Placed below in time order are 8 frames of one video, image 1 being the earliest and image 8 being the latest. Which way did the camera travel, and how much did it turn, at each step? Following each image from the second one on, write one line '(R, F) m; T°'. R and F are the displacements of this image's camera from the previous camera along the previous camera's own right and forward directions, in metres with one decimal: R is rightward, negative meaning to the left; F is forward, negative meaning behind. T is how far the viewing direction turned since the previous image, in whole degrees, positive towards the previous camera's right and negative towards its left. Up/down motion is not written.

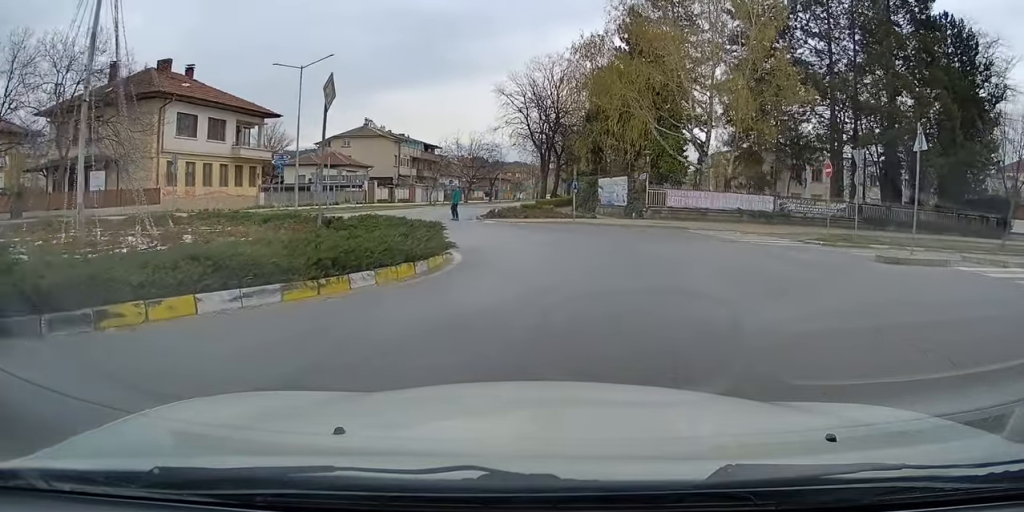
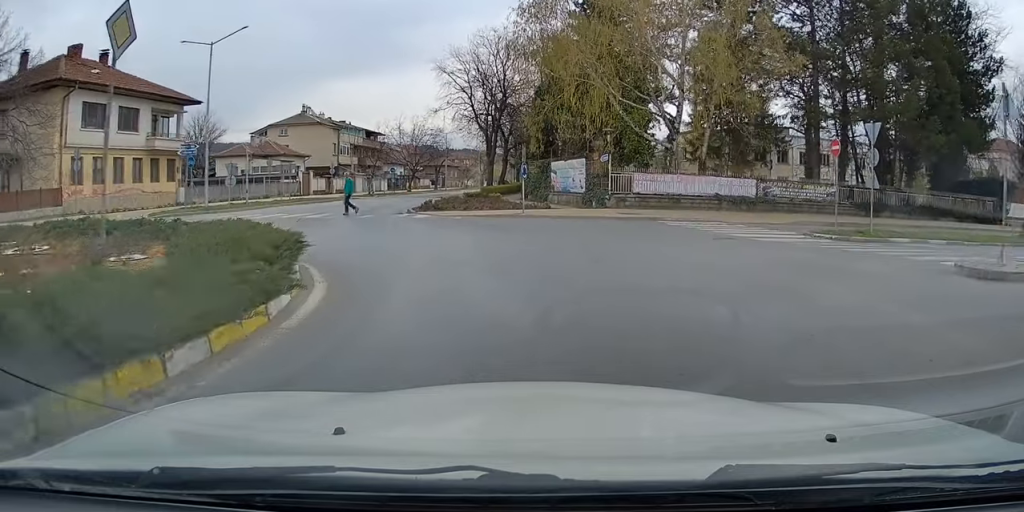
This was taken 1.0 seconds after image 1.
(-0.3, +5.0) m; -8°
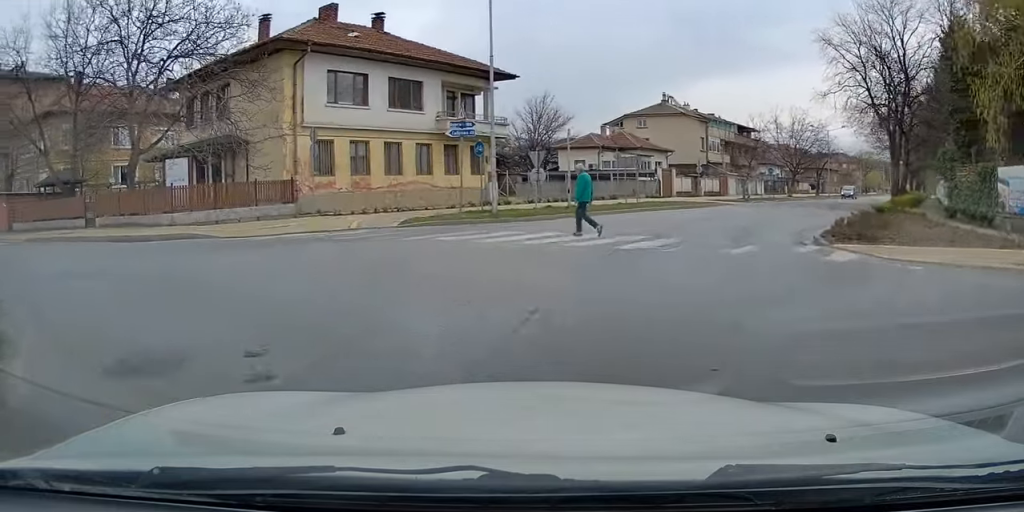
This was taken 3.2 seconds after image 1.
(-3.6, +11.2) m; -50°
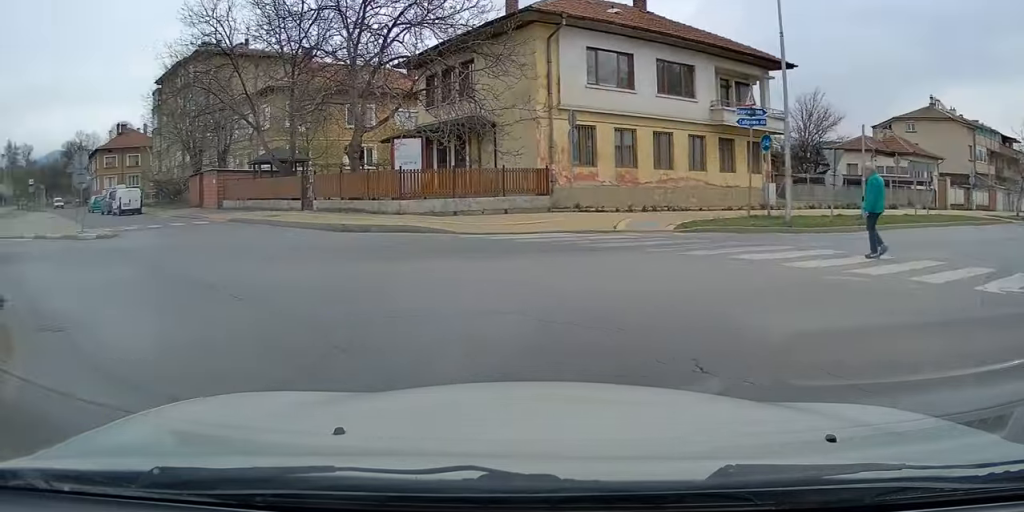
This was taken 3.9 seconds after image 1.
(-0.8, +3.6) m; -22°
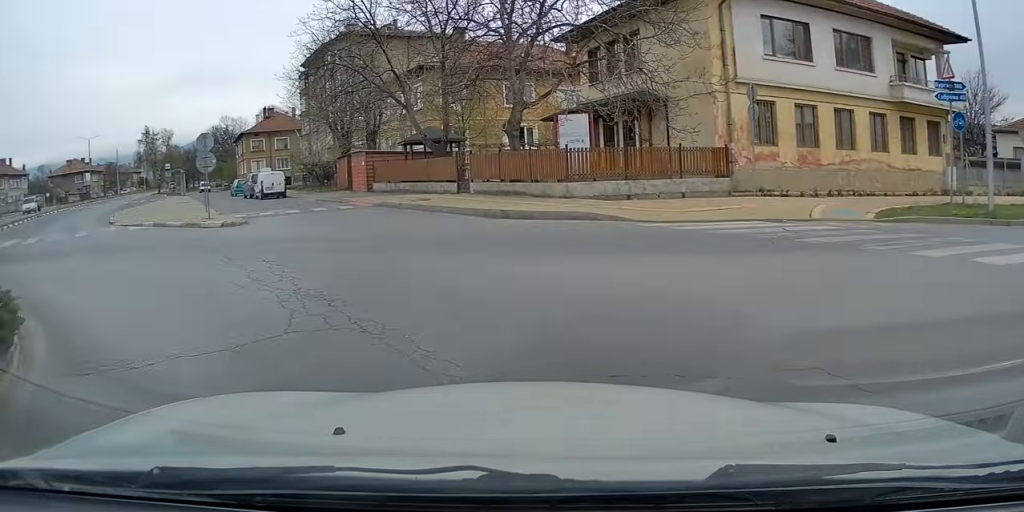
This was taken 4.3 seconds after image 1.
(-0.1, +2.2) m; -13°
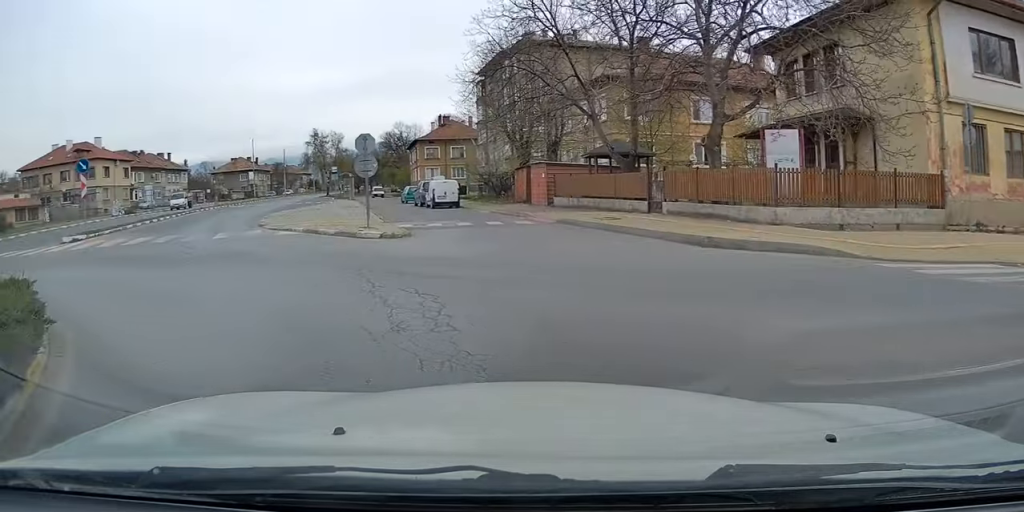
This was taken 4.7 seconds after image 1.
(-0.3, +2.3) m; -13°
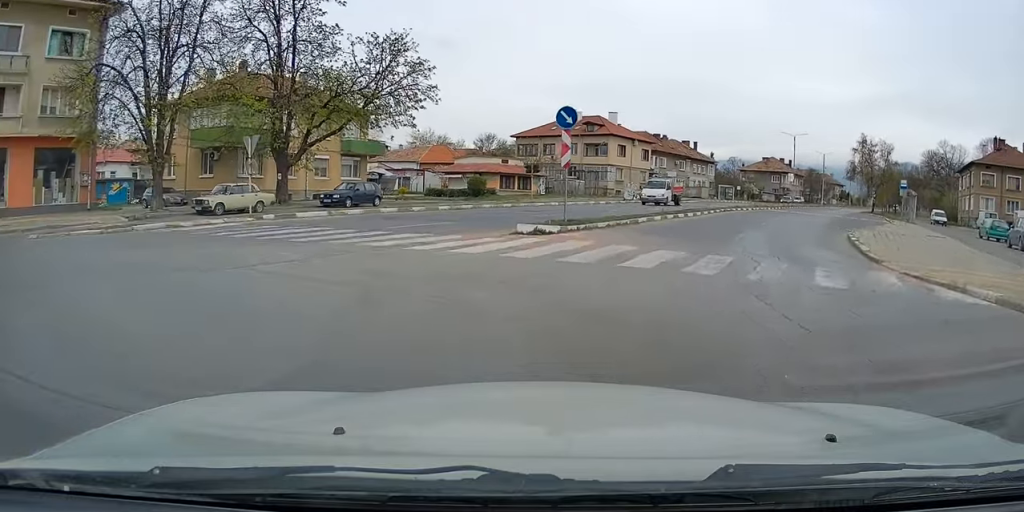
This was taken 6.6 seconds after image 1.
(-4.5, +10.9) m; -28°
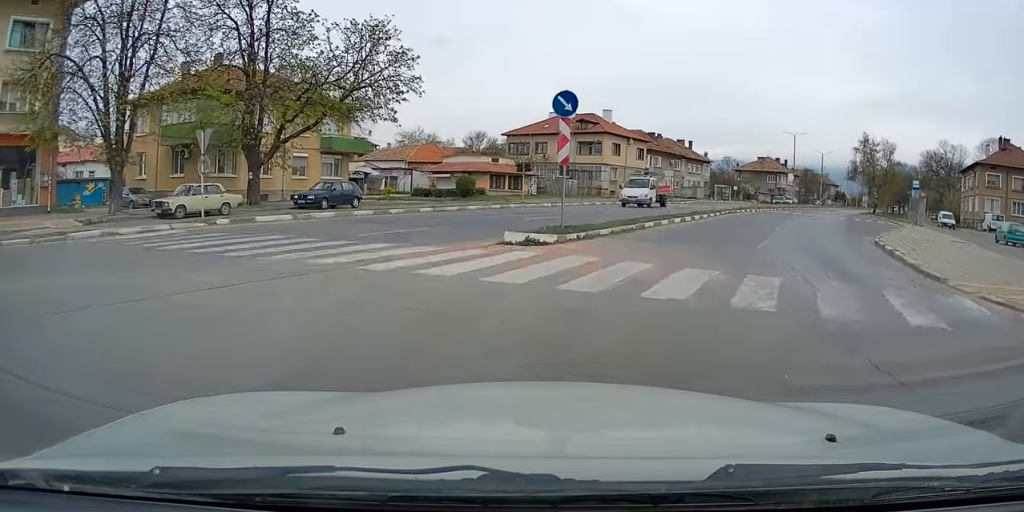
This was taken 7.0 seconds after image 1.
(0.0, +3.0) m; +3°
